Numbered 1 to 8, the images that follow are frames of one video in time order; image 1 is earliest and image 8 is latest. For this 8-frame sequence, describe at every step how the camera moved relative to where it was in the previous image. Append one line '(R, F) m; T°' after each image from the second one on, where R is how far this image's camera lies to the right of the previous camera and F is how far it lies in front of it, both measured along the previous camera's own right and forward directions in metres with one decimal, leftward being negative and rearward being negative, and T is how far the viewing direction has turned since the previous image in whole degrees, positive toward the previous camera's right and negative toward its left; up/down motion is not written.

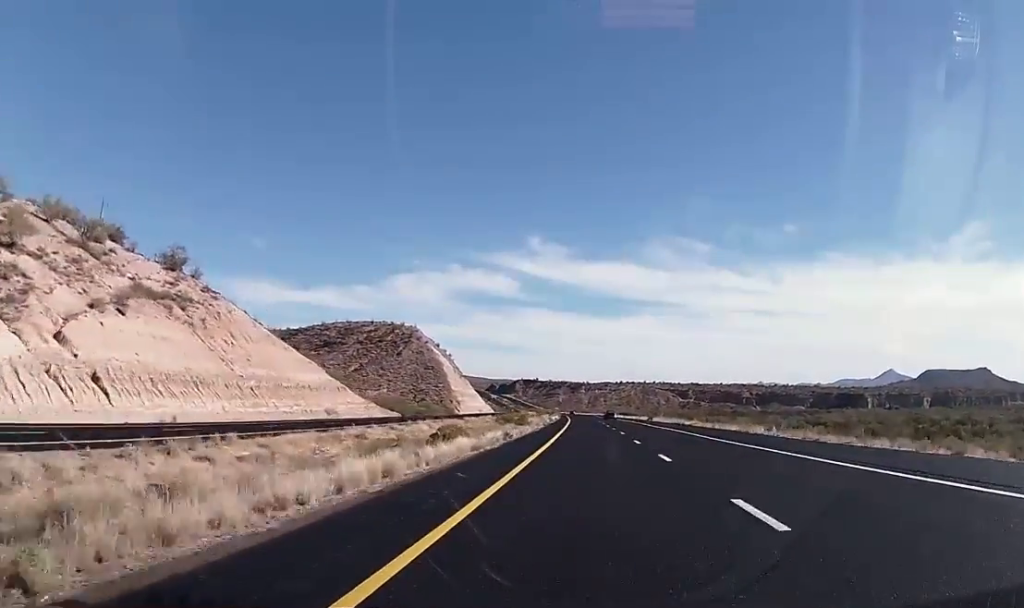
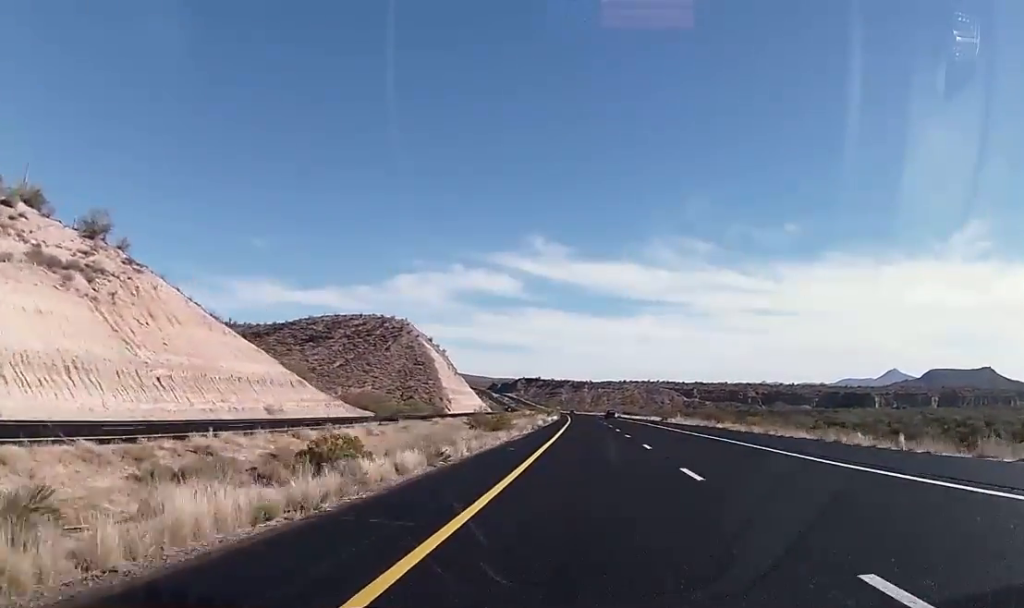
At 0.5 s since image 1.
(+0.2, +17.5) m; 0°
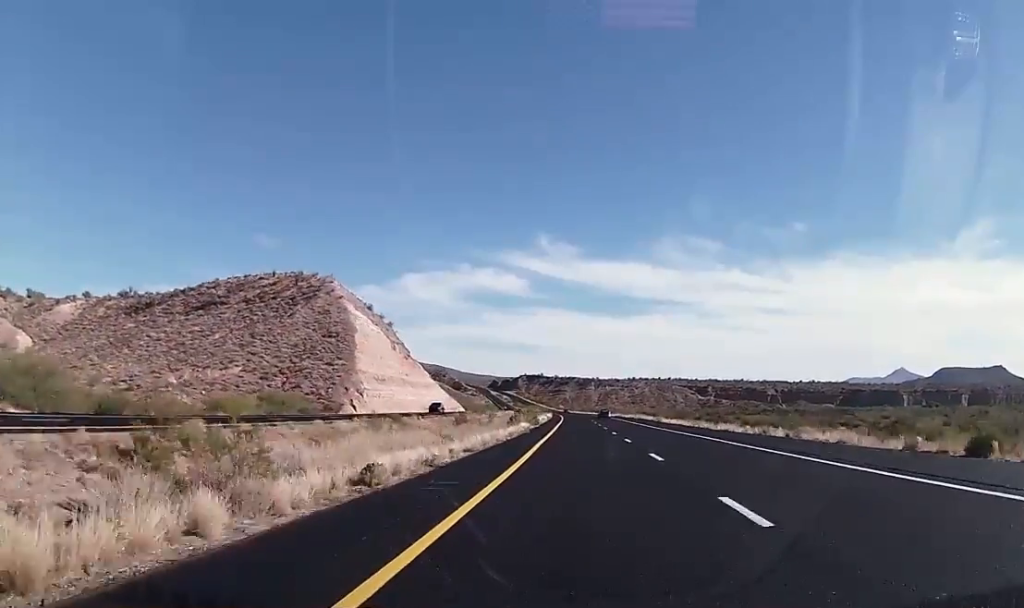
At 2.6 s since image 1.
(-0.2, +78.6) m; -1°
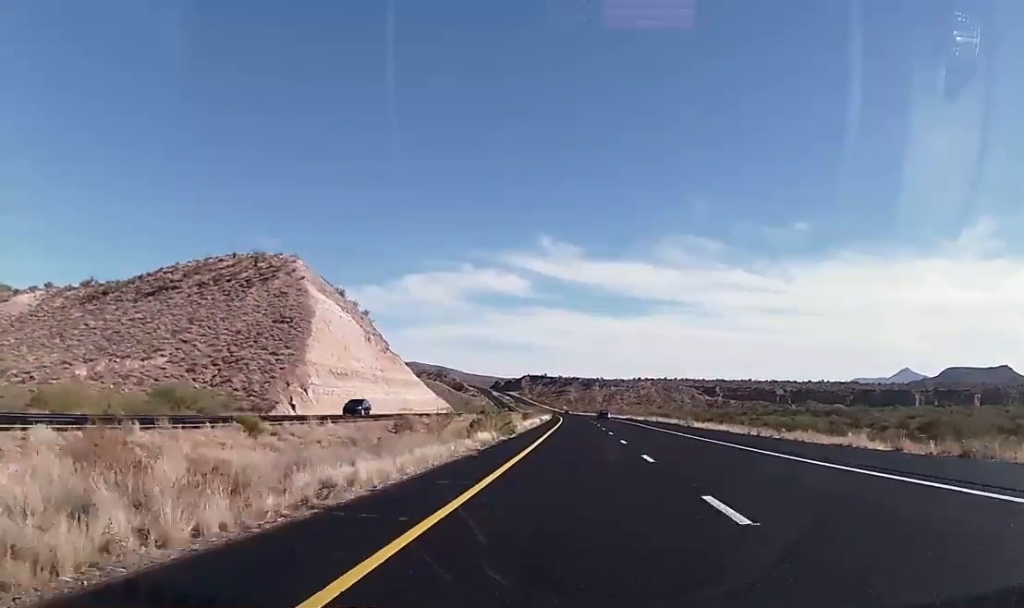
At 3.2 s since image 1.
(+0.2, +23.8) m; 0°
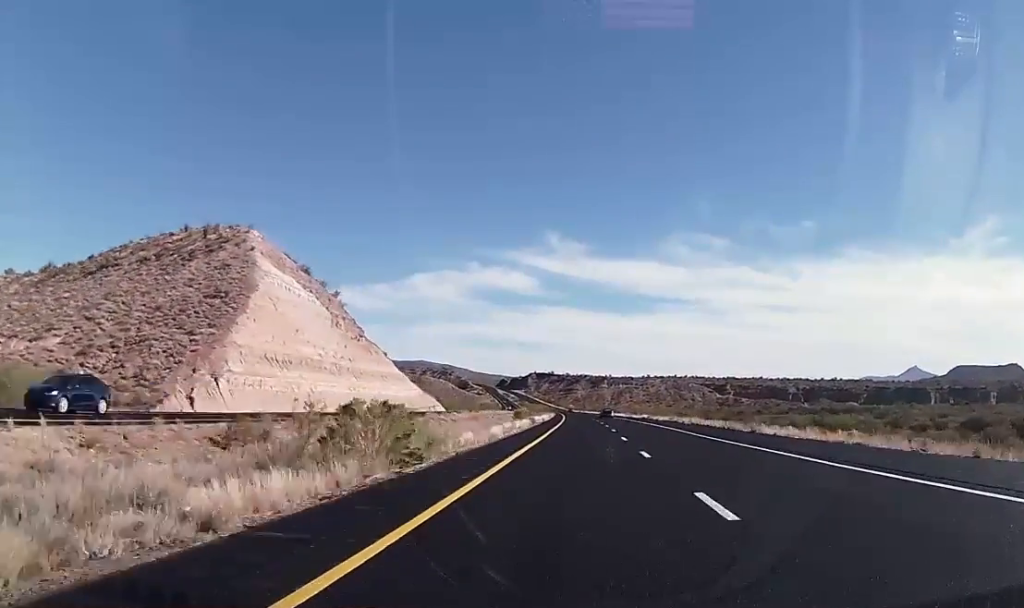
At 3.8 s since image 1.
(-0.5, +23.9) m; 0°
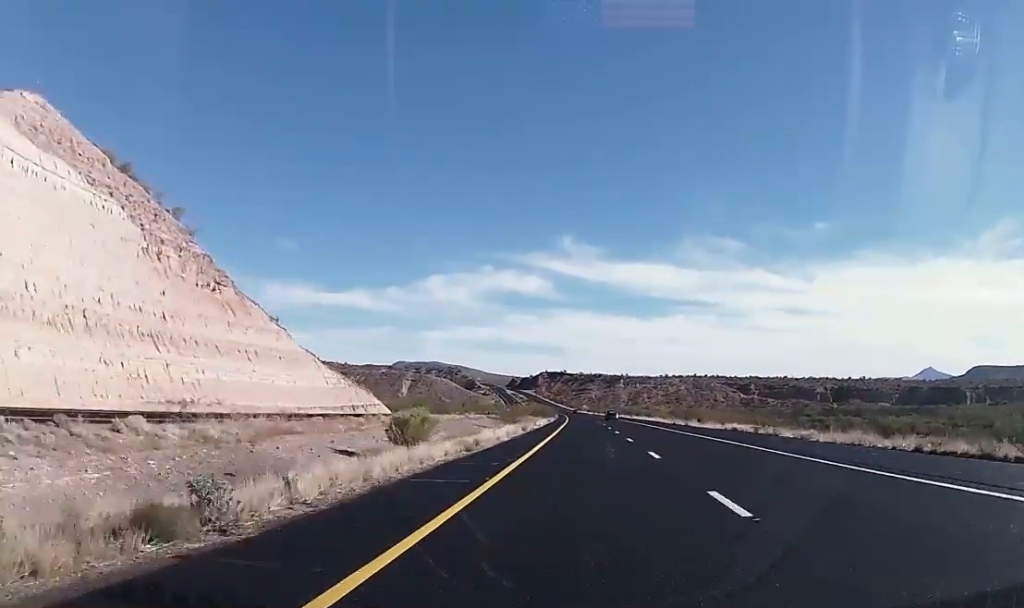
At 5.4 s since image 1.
(0.0, +60.4) m; 0°
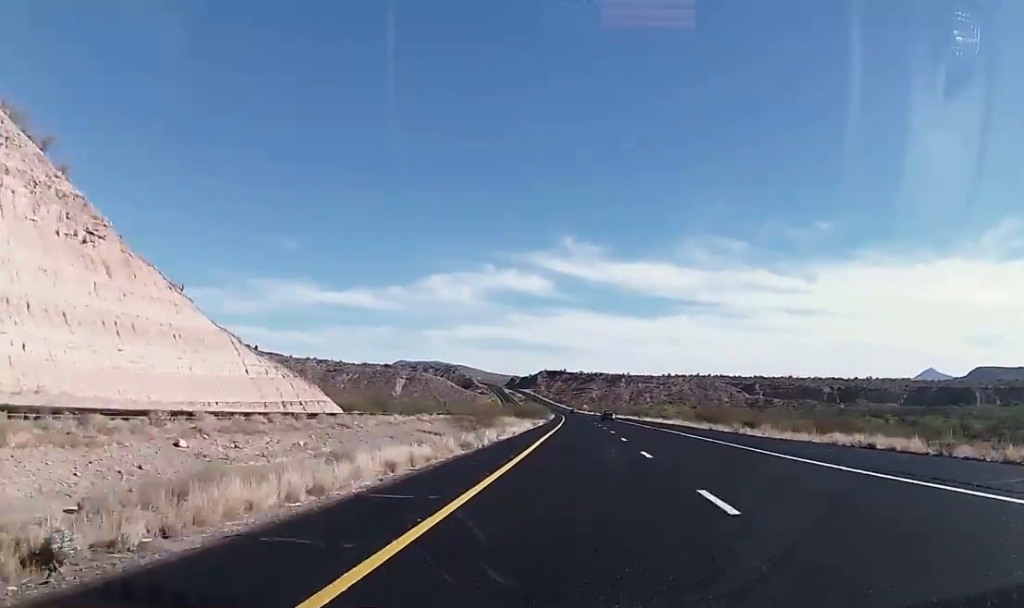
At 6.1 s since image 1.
(-0.2, +23.9) m; 0°
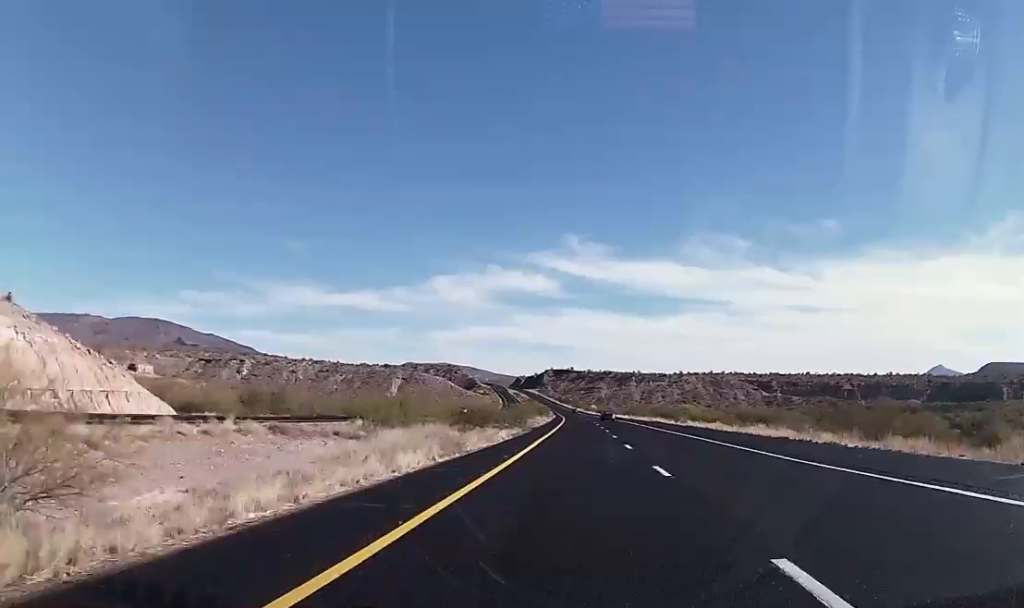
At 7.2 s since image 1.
(-0.1, +42.7) m; -1°
